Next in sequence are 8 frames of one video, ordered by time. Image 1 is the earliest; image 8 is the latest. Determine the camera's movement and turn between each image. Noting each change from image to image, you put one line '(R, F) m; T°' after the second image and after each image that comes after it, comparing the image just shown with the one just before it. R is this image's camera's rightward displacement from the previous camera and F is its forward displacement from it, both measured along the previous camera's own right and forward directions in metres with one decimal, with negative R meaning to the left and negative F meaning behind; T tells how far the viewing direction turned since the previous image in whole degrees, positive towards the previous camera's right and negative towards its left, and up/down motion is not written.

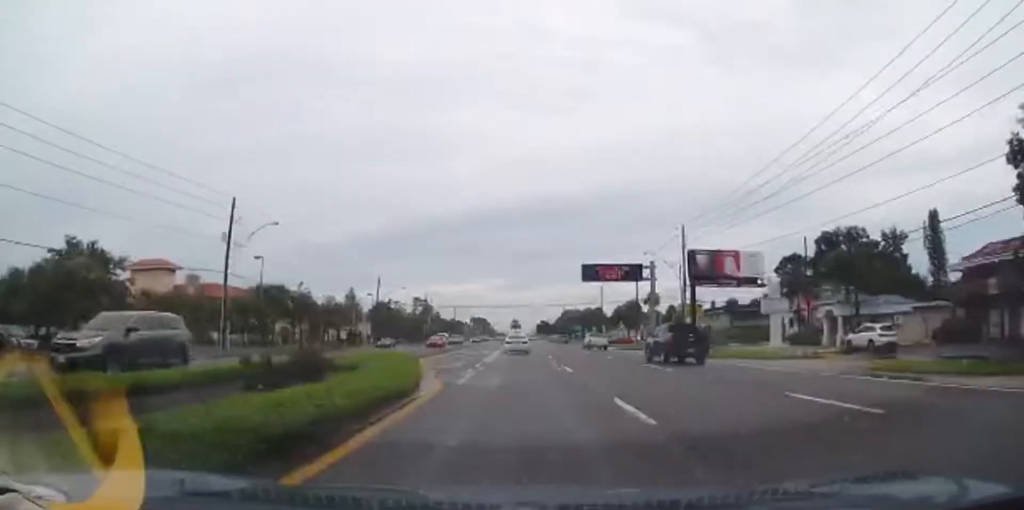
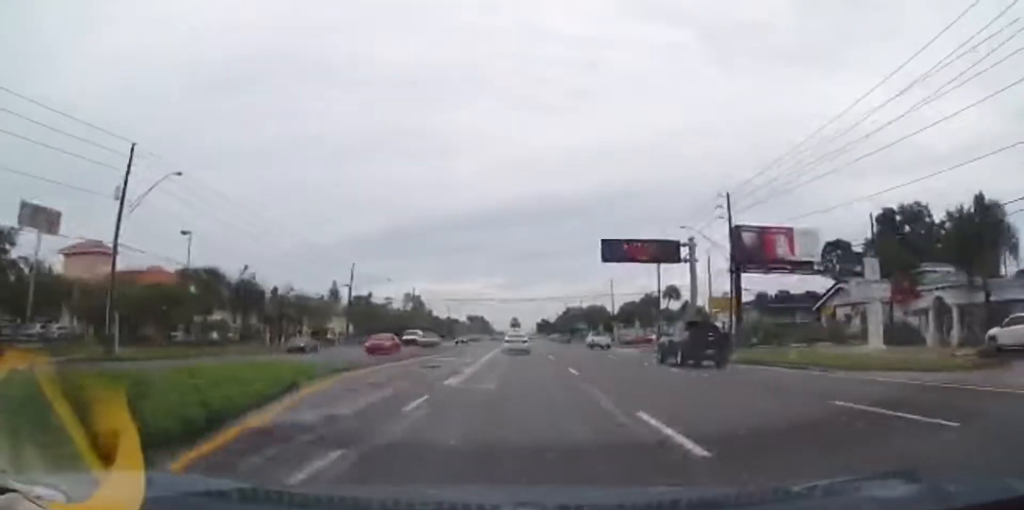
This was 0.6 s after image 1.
(0.0, +14.3) m; +1°
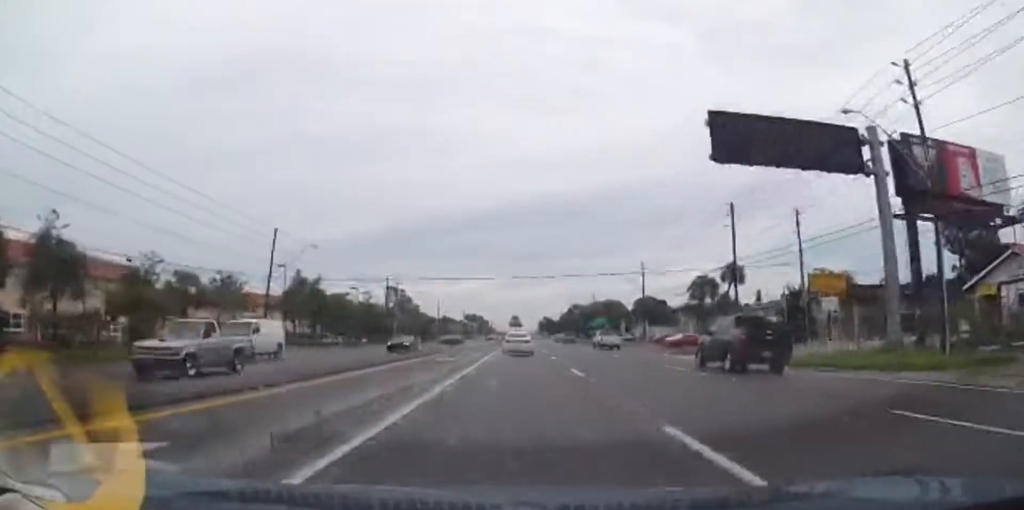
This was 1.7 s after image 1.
(+0.4, +25.7) m; +1°
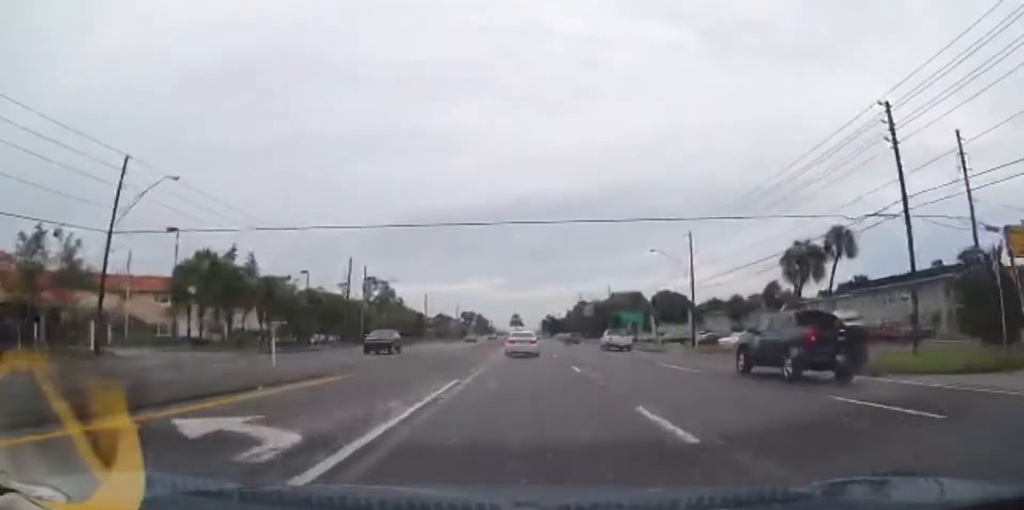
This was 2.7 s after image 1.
(-0.2, +22.8) m; -1°
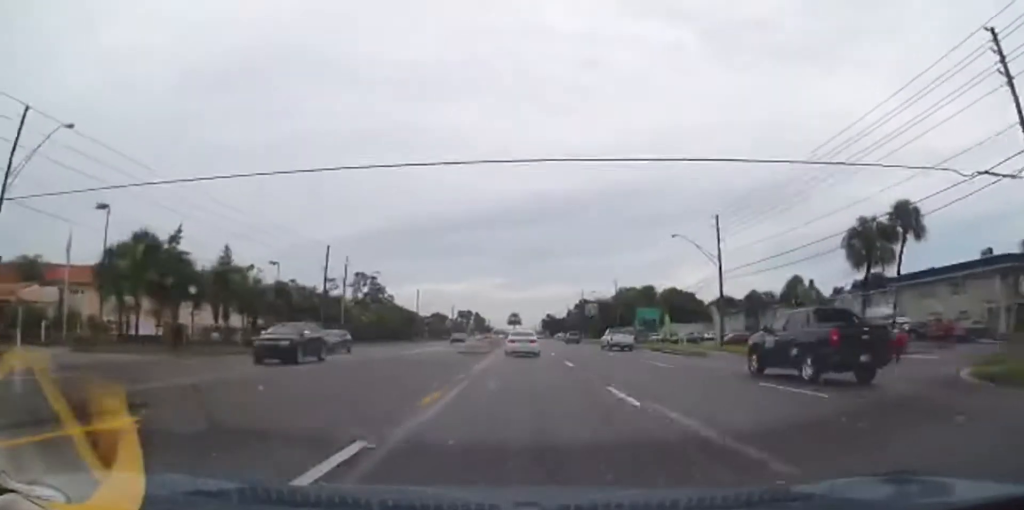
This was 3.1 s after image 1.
(-0.1, +9.0) m; 0°
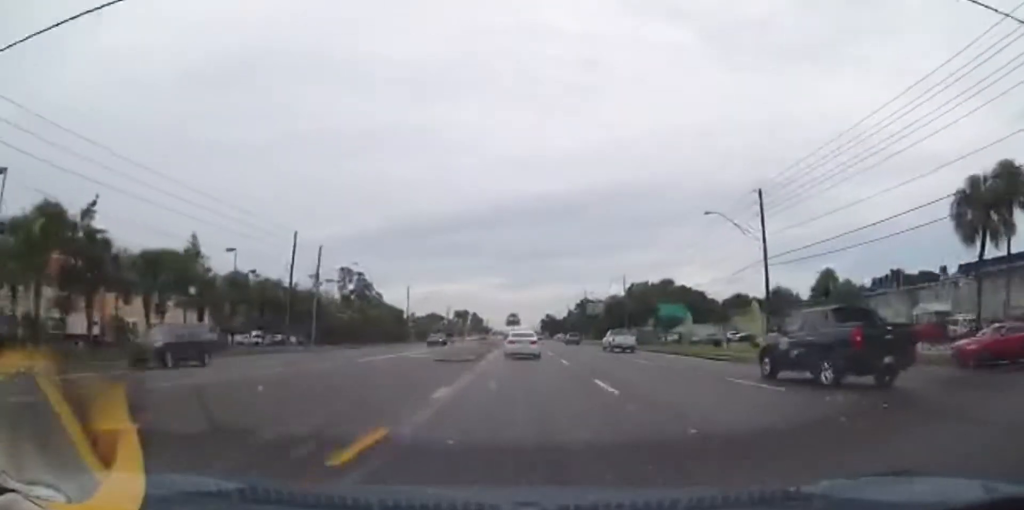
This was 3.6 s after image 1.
(0.0, +10.2) m; 0°
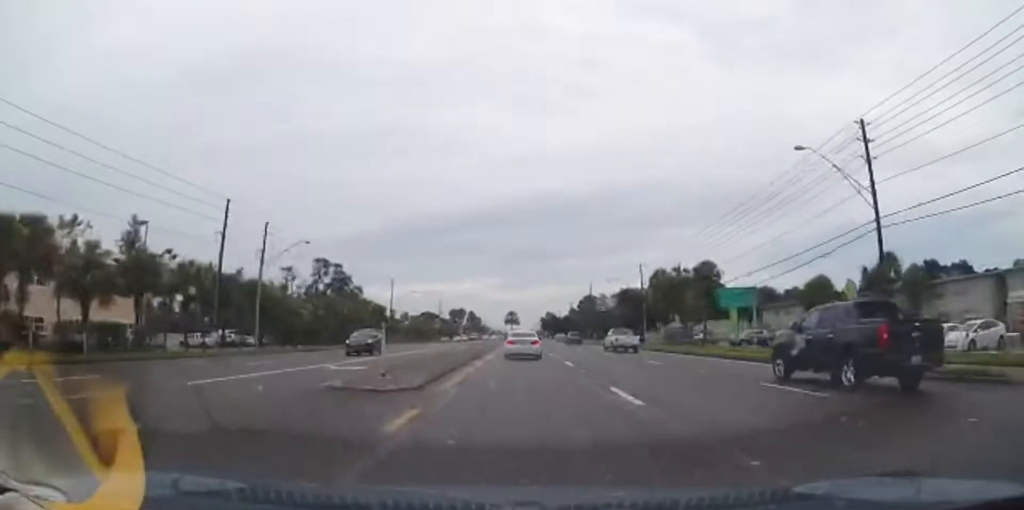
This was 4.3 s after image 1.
(0.0, +14.9) m; 0°
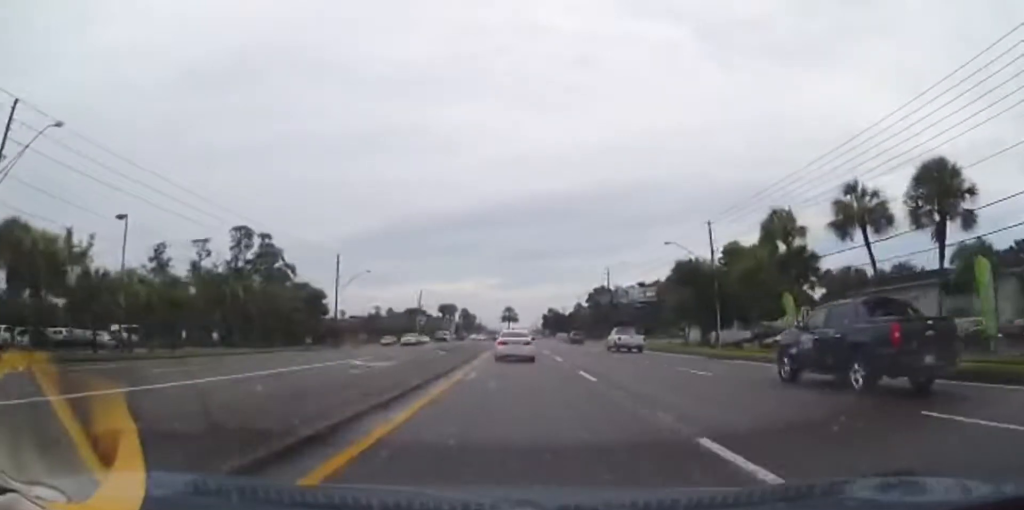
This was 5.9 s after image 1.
(0.0, +32.4) m; +1°
